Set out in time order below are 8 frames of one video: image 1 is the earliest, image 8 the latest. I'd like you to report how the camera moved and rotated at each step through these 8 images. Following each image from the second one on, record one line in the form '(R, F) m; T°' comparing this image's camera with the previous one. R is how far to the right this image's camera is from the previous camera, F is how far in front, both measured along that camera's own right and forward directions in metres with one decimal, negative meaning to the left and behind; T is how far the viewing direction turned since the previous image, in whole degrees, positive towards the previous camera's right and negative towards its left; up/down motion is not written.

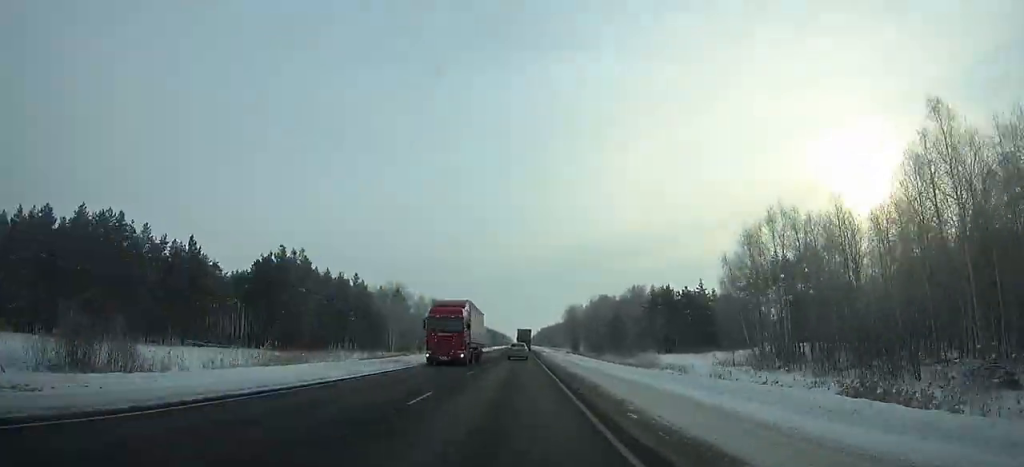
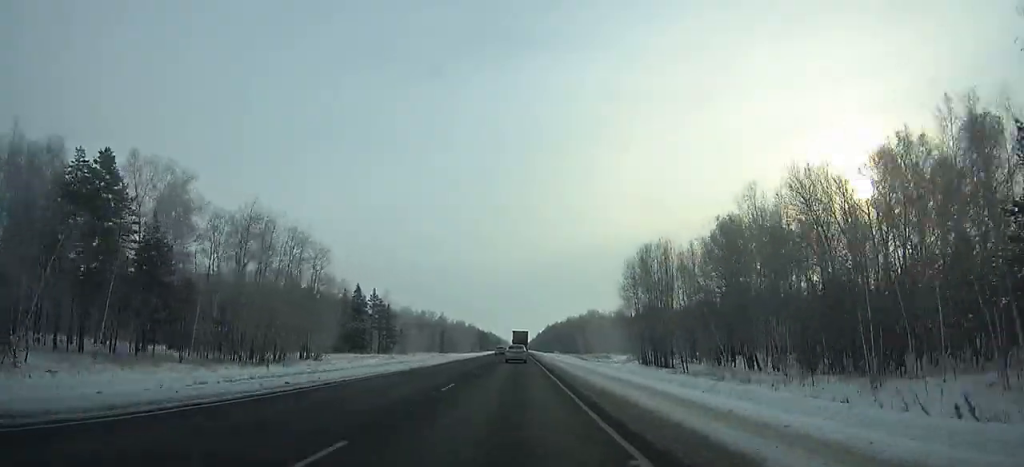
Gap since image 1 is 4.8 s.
(+0.6, +127.2) m; +1°
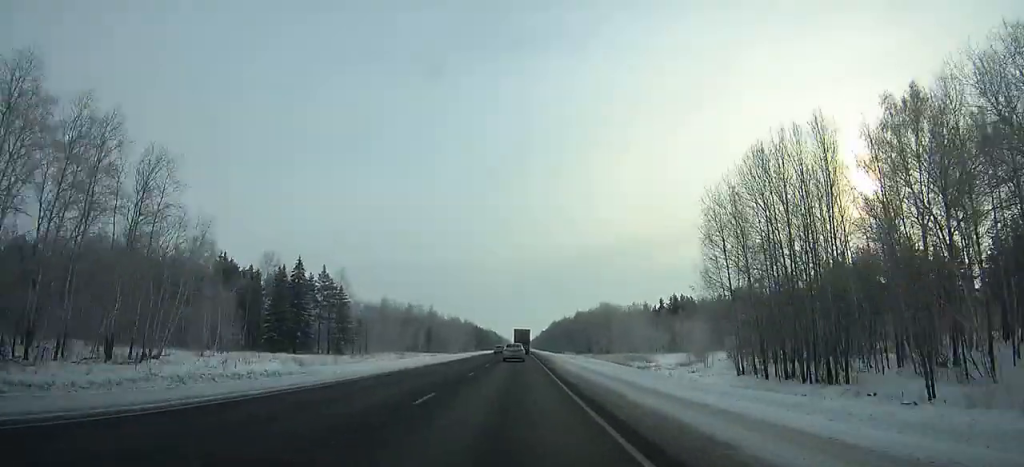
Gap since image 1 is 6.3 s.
(0.0, +39.6) m; 0°
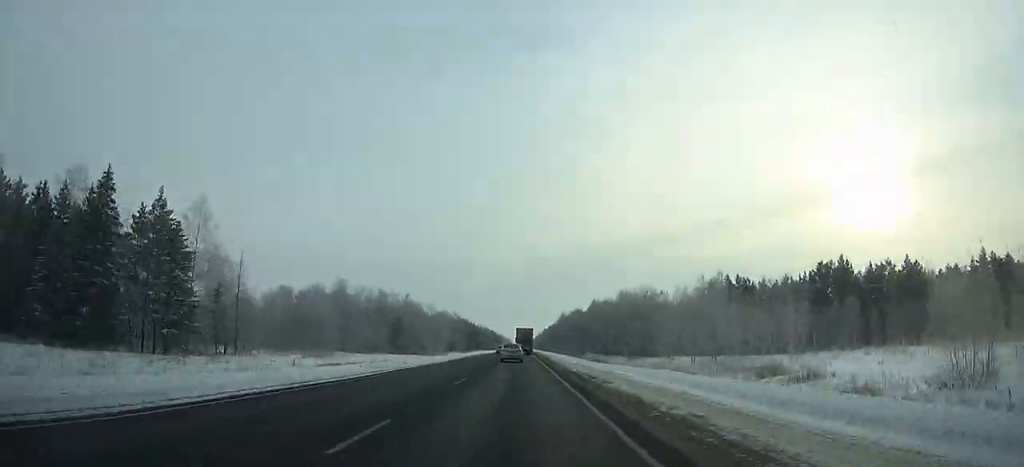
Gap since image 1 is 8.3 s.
(+0.3, +52.8) m; 0°
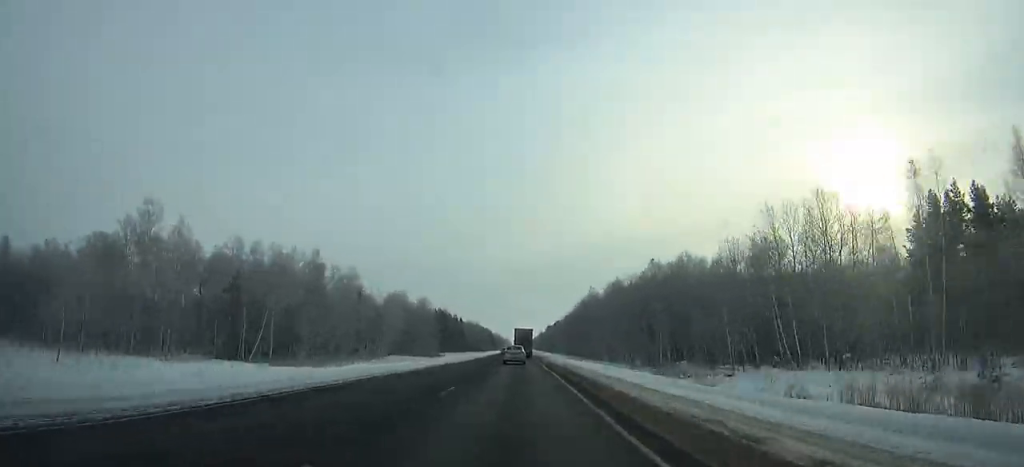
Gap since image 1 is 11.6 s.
(+0.2, +86.4) m; 0°
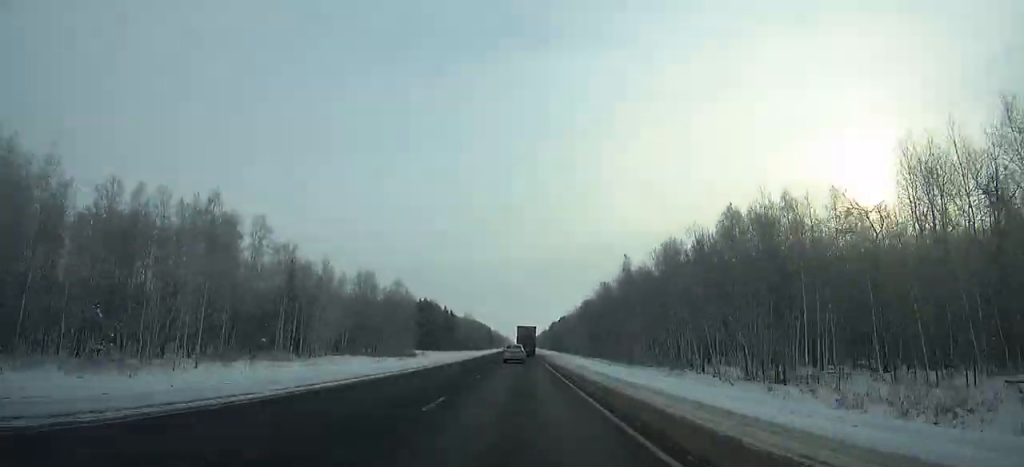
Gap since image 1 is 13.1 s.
(-0.1, +39.0) m; 0°
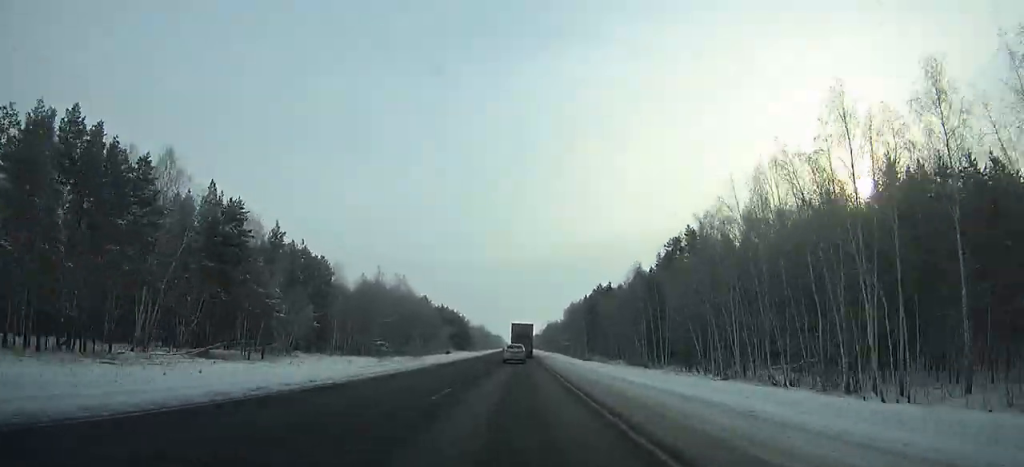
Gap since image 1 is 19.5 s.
(0.0, +162.9) m; 0°
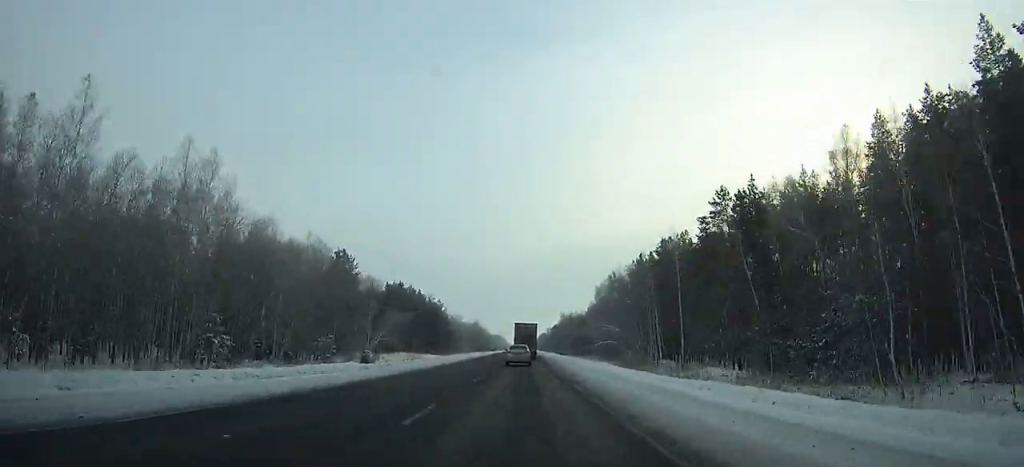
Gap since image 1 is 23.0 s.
(+0.2, +86.4) m; 0°
